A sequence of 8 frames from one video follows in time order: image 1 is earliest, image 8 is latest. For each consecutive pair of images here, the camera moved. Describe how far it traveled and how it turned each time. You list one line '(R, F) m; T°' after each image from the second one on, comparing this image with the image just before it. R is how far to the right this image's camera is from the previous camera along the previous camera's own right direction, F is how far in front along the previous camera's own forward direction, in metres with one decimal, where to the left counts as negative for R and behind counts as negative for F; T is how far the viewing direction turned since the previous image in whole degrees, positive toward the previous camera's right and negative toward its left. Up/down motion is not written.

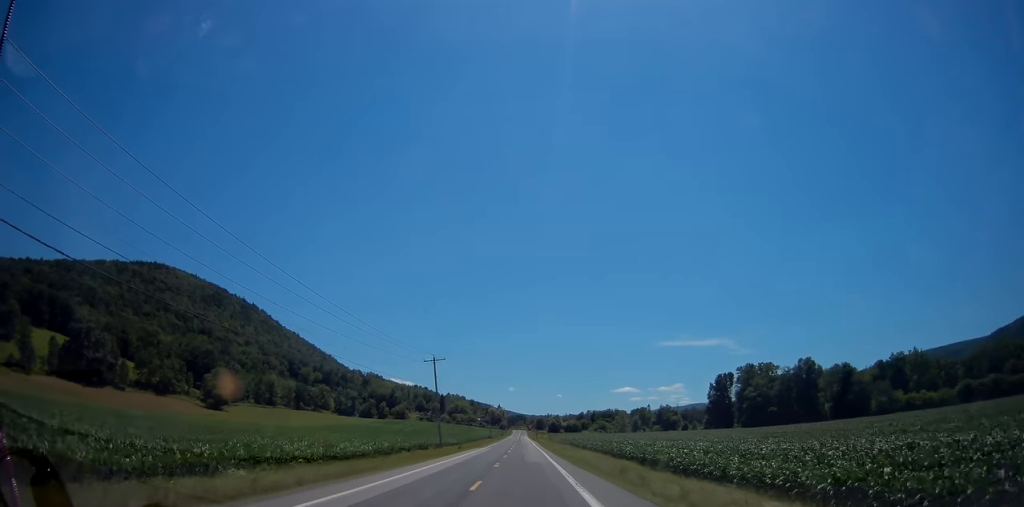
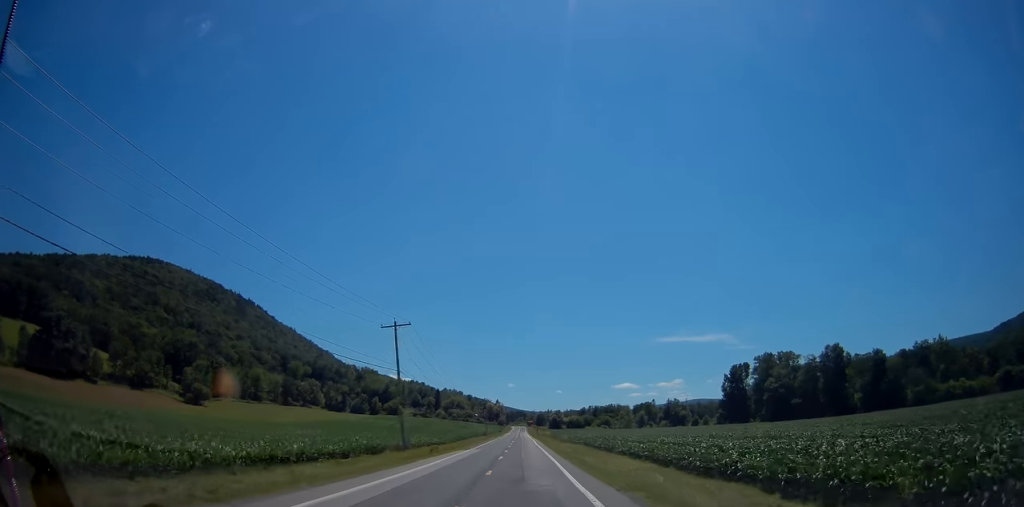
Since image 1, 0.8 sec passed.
(+0.1, +19.6) m; 0°
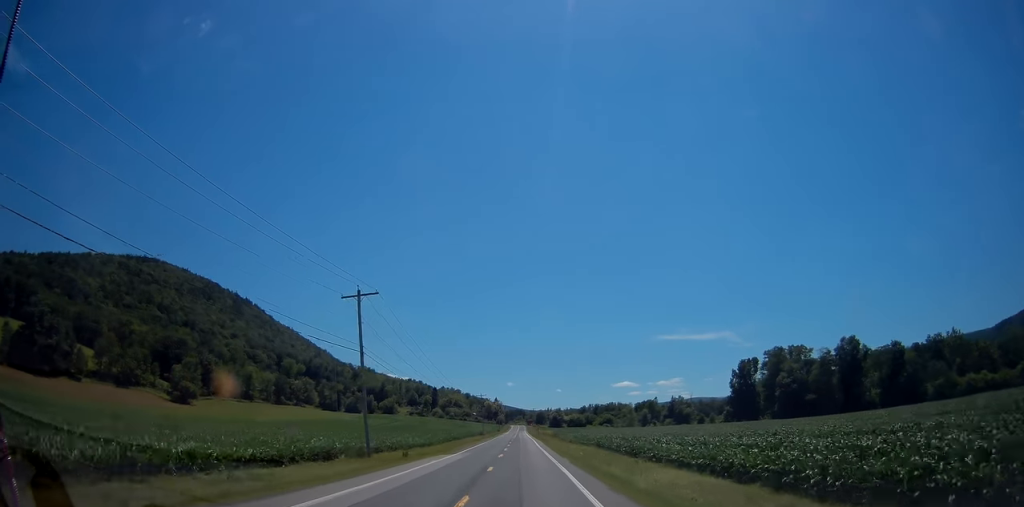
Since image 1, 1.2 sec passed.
(+0.1, +10.2) m; 0°
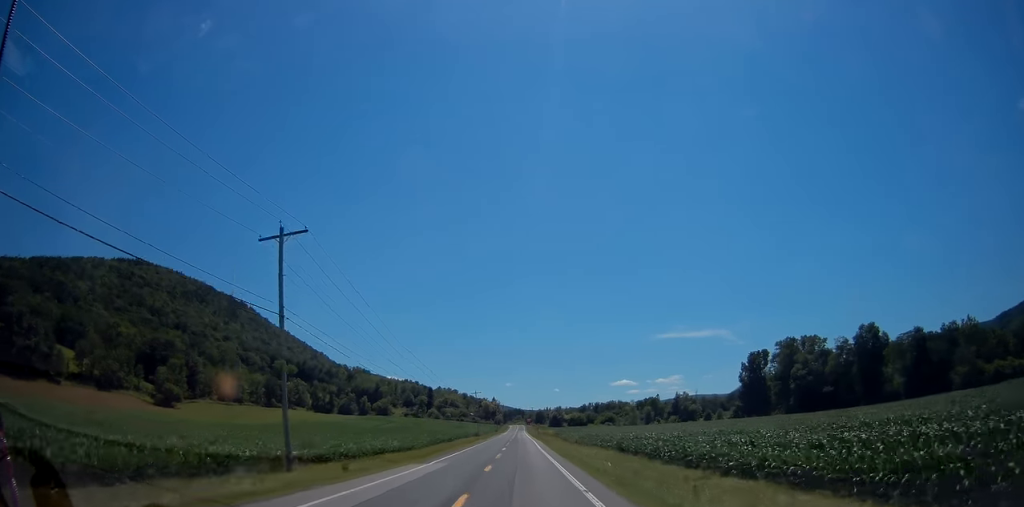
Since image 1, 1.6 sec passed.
(-0.1, +11.9) m; 0°
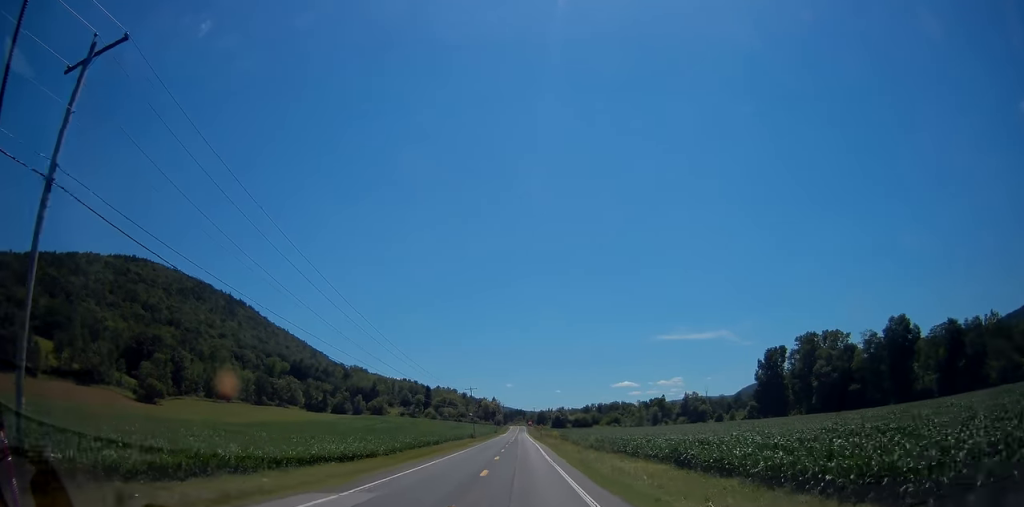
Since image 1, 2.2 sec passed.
(-0.2, +14.5) m; 0°
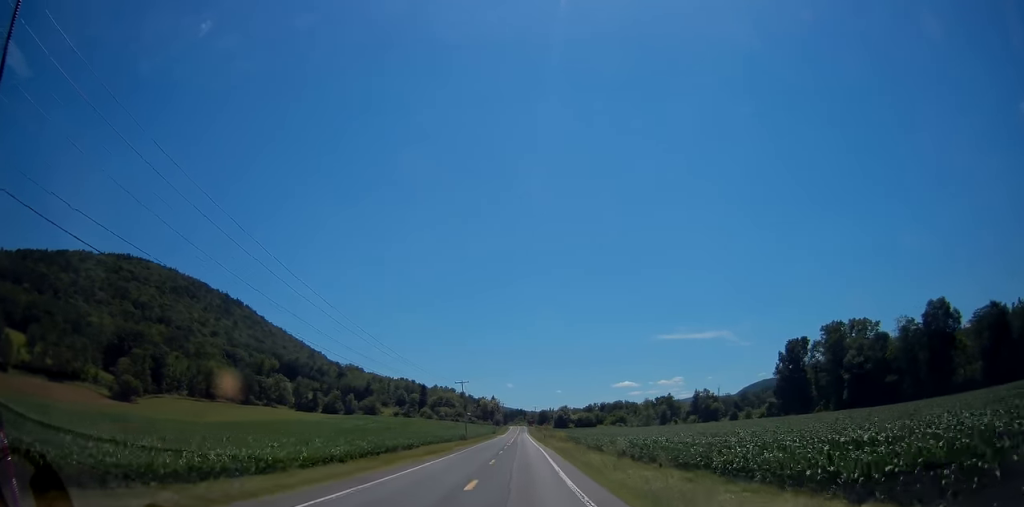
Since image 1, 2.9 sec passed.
(+0.2, +17.1) m; 0°
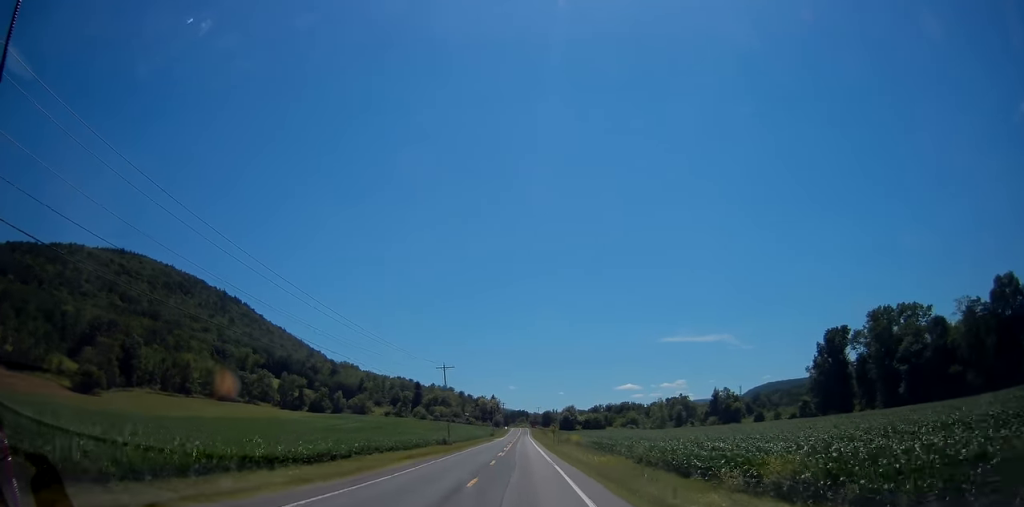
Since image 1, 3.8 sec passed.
(-0.2, +24.8) m; -1°
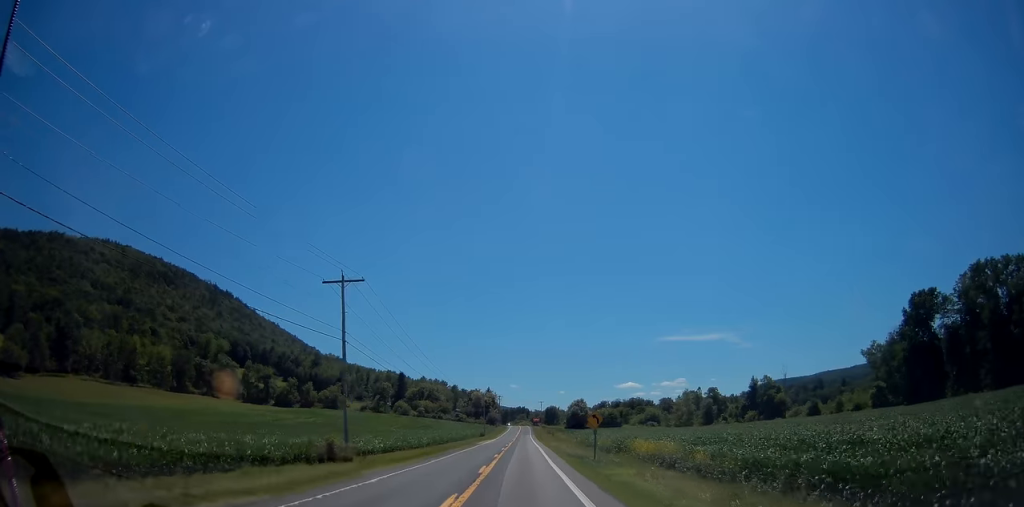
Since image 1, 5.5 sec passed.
(+0.2, +42.9) m; +1°
